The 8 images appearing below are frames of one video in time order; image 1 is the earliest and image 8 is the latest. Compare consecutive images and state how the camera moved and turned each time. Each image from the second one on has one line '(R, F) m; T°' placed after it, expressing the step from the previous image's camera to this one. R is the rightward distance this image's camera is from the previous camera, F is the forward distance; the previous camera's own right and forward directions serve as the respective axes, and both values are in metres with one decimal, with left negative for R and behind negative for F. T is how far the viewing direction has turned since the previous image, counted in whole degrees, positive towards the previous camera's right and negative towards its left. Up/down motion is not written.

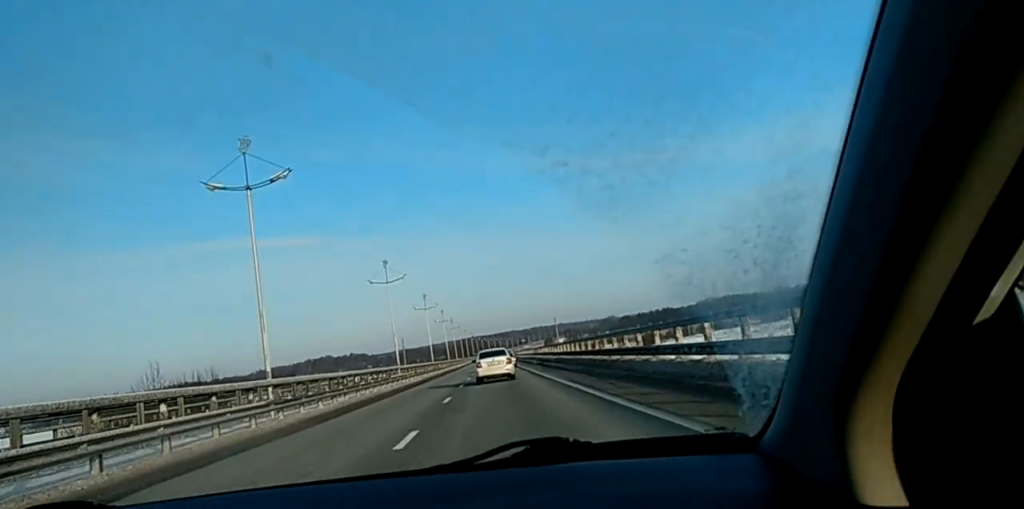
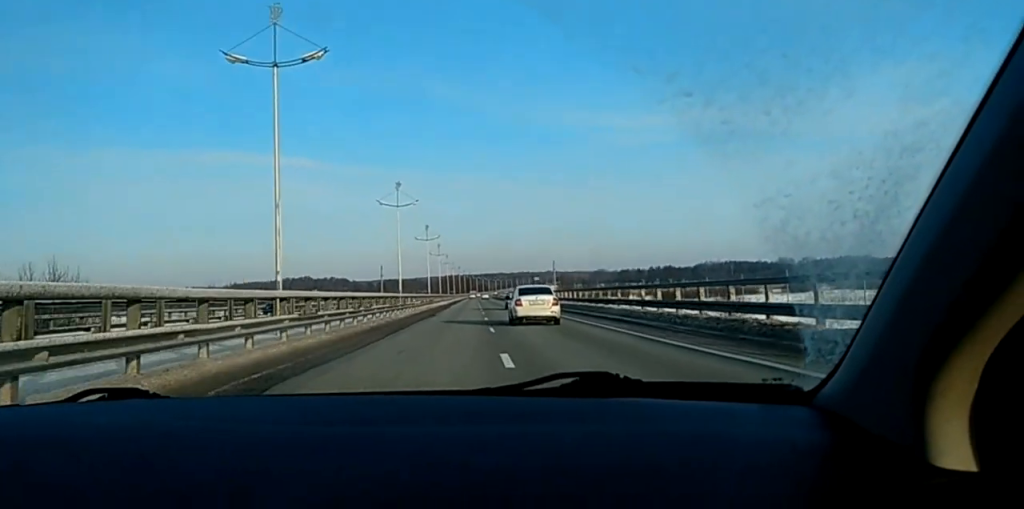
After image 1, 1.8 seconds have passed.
(-1.1, +48.4) m; -1°
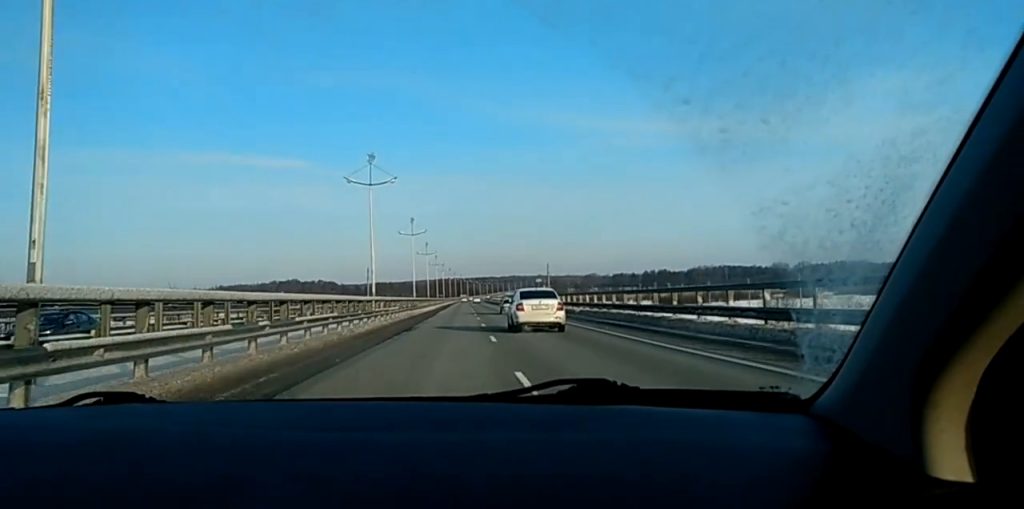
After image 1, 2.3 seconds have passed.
(+0.2, +14.0) m; +1°
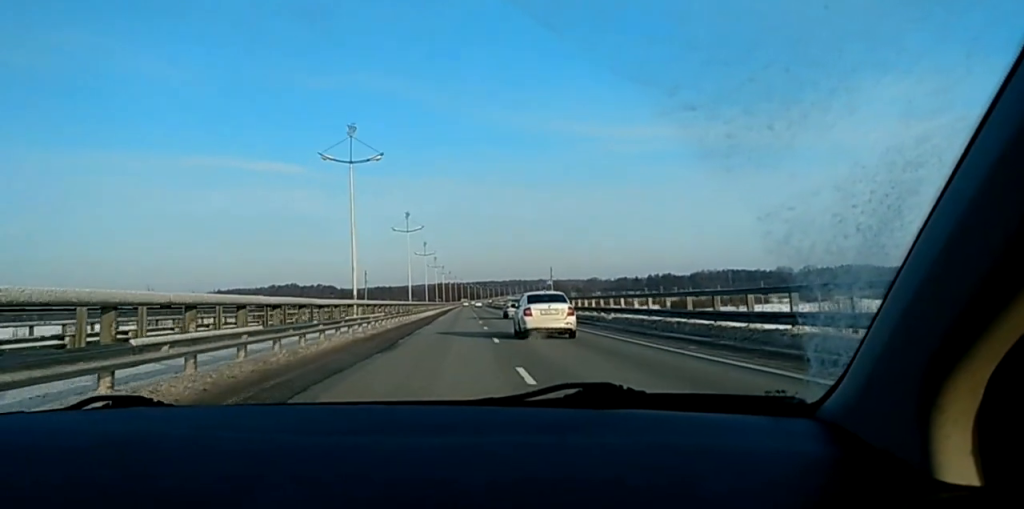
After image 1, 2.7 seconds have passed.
(+0.1, +10.8) m; +1°
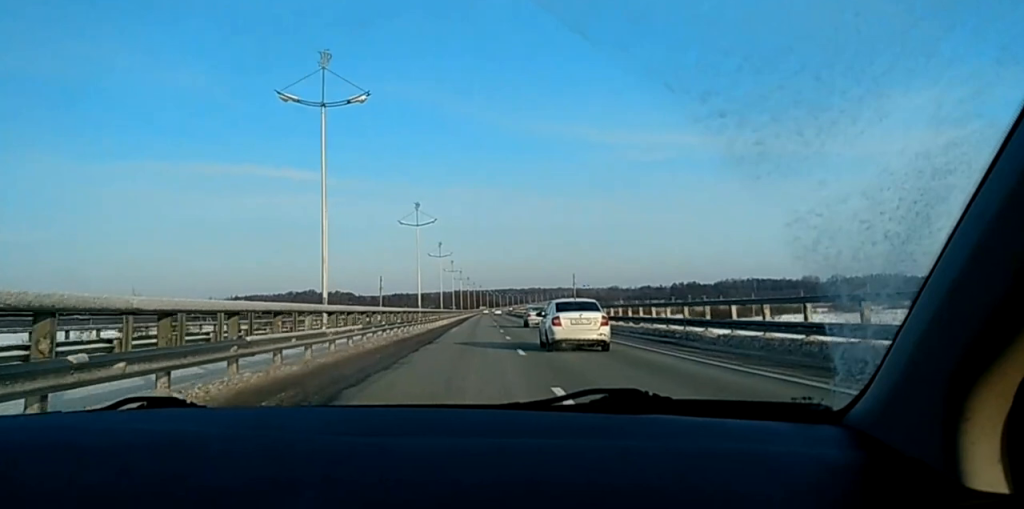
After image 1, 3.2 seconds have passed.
(0.0, +14.2) m; 0°
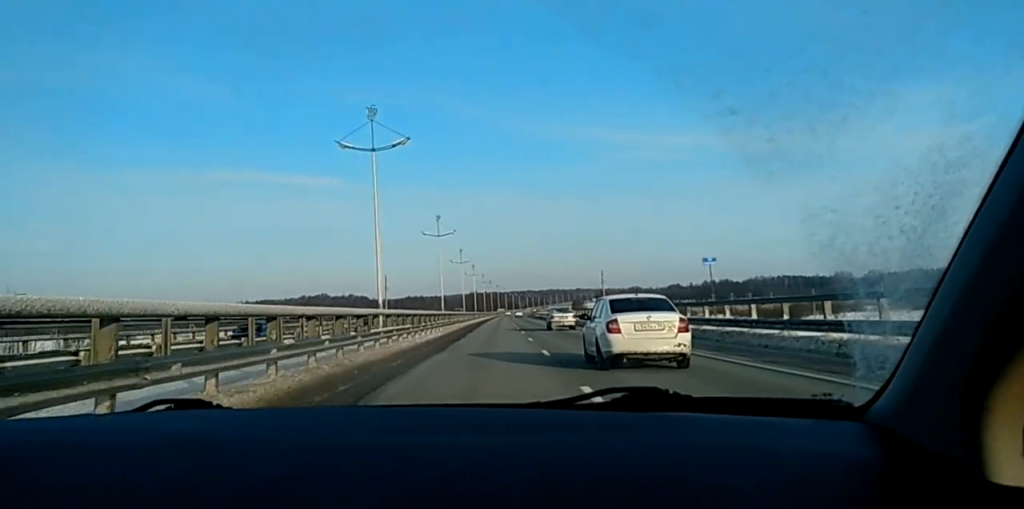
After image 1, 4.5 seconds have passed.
(0.0, +34.2) m; 0°
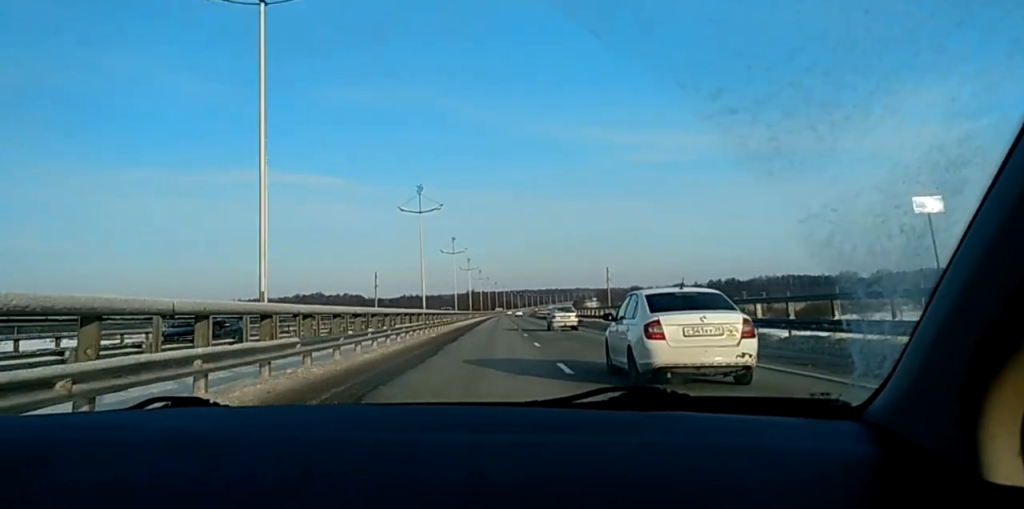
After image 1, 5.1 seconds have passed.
(0.0, +18.0) m; 0°
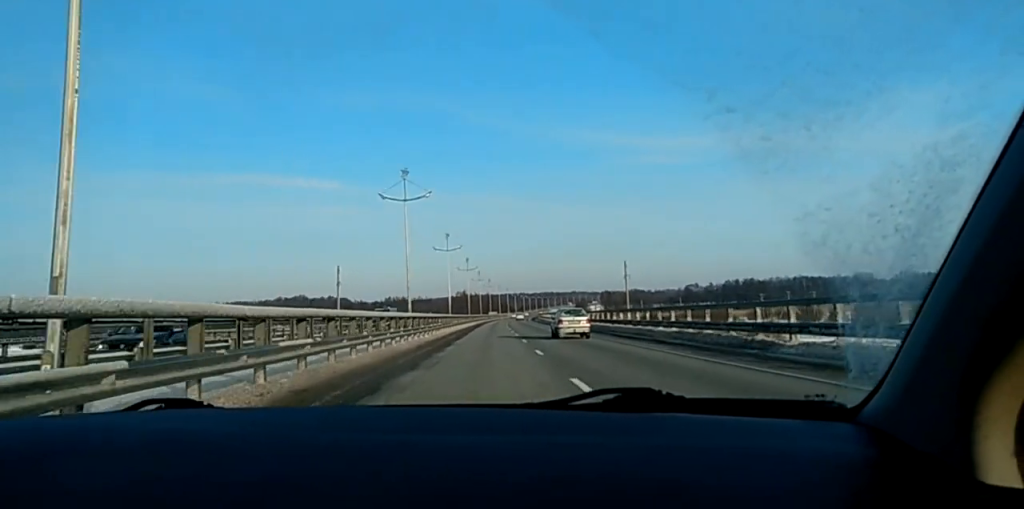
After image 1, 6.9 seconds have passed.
(+0.6, +51.3) m; +2°
